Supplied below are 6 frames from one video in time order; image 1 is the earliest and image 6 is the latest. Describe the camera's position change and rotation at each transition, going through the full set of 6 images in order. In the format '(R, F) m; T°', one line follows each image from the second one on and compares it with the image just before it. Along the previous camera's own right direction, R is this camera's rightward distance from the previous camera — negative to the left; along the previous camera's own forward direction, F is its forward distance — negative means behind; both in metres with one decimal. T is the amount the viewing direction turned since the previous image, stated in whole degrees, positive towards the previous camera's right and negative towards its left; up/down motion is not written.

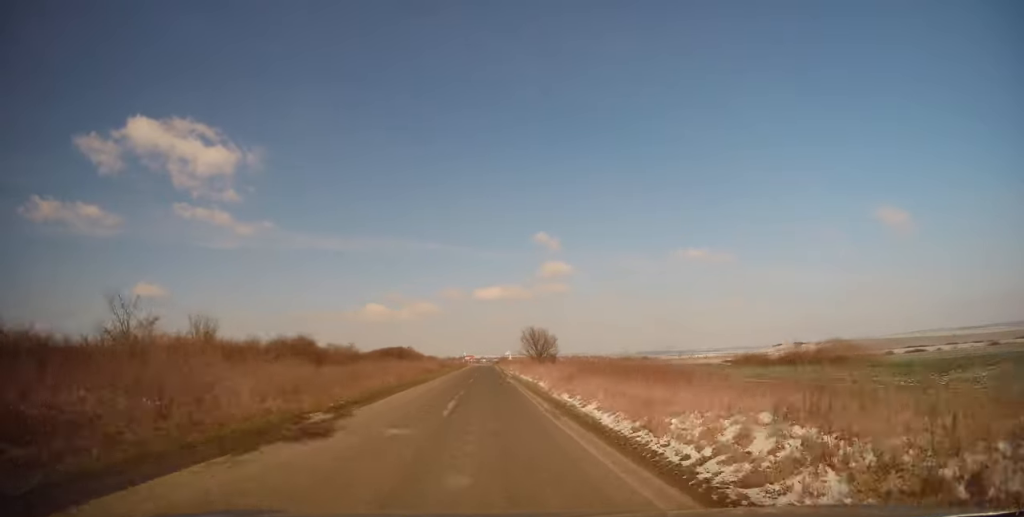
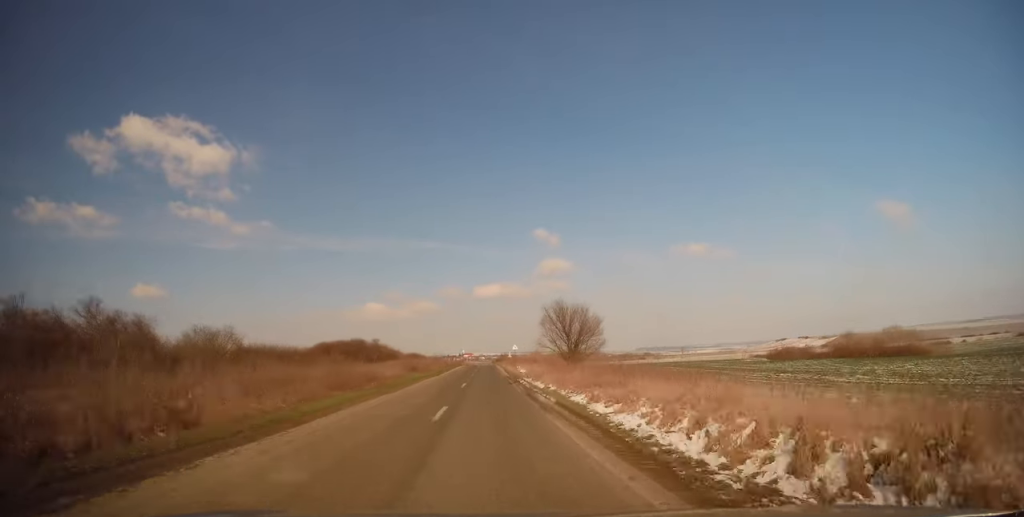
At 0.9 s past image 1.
(-0.1, +26.9) m; 0°
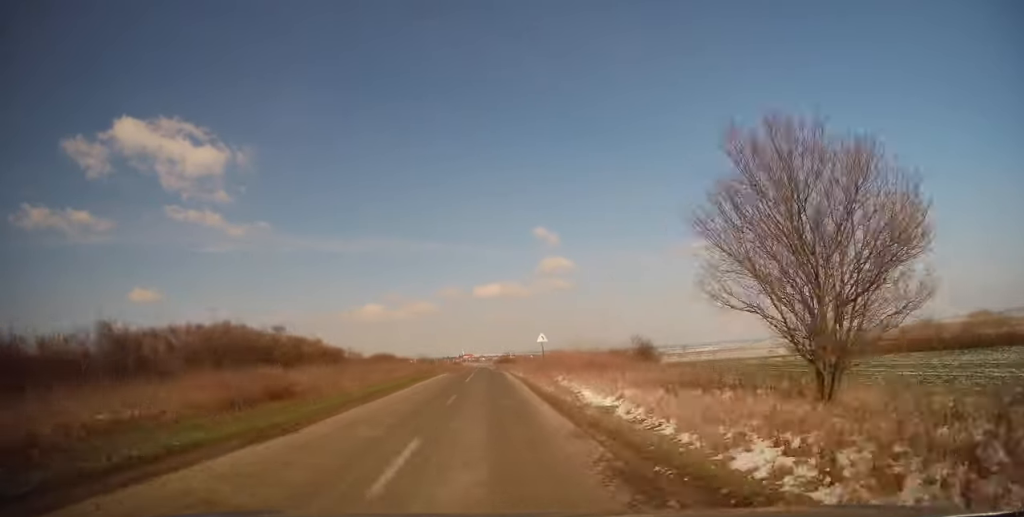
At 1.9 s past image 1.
(0.0, +30.8) m; -1°
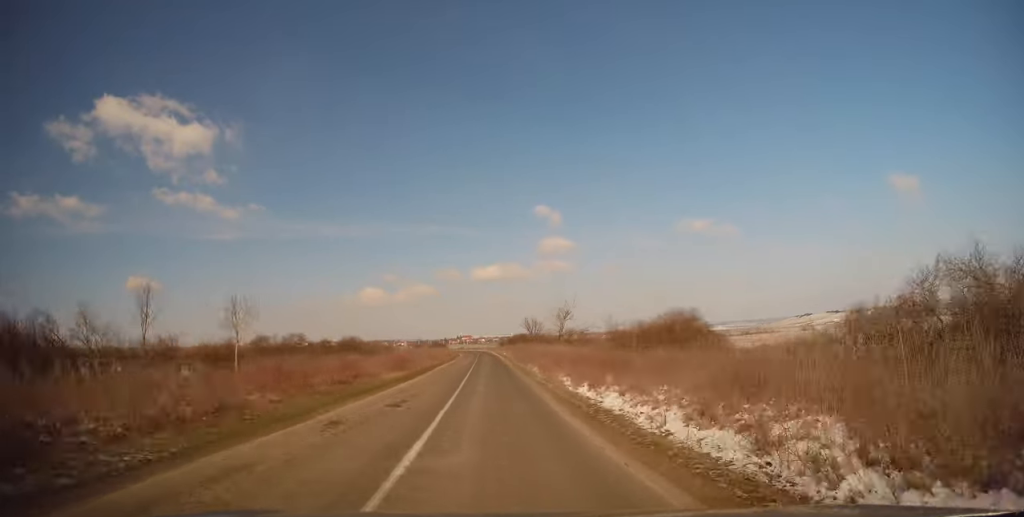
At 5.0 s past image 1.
(+0.2, +90.9) m; +1°
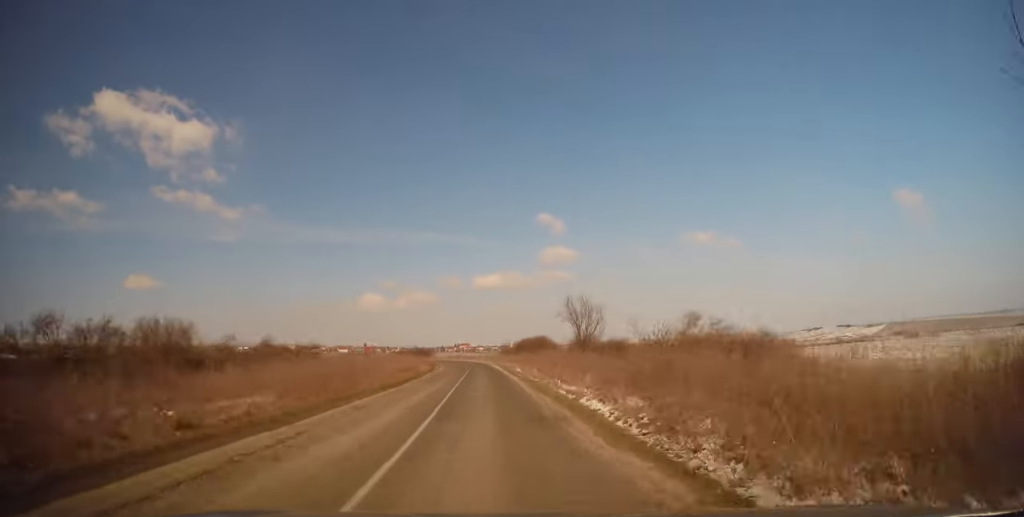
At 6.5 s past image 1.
(-0.3, +38.9) m; -1°
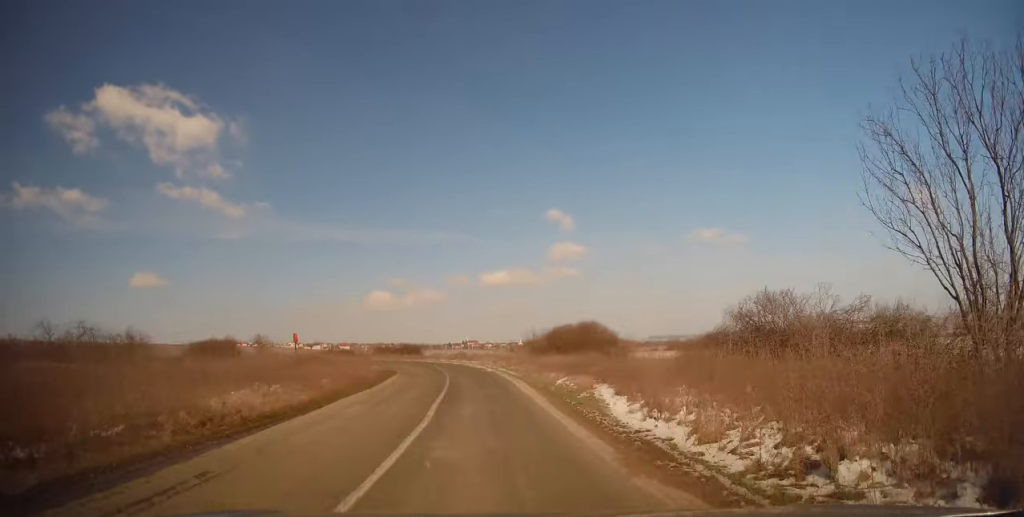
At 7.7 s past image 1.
(+0.1, +29.9) m; -1°
